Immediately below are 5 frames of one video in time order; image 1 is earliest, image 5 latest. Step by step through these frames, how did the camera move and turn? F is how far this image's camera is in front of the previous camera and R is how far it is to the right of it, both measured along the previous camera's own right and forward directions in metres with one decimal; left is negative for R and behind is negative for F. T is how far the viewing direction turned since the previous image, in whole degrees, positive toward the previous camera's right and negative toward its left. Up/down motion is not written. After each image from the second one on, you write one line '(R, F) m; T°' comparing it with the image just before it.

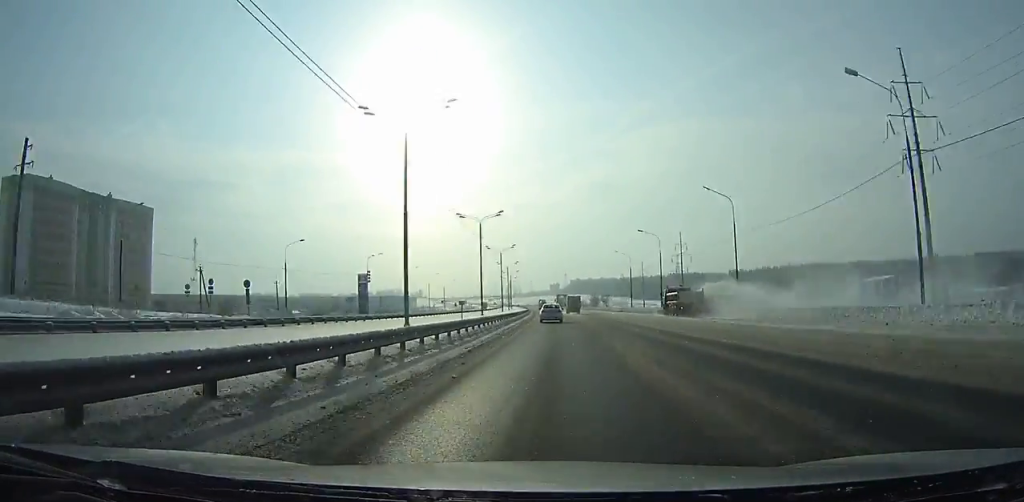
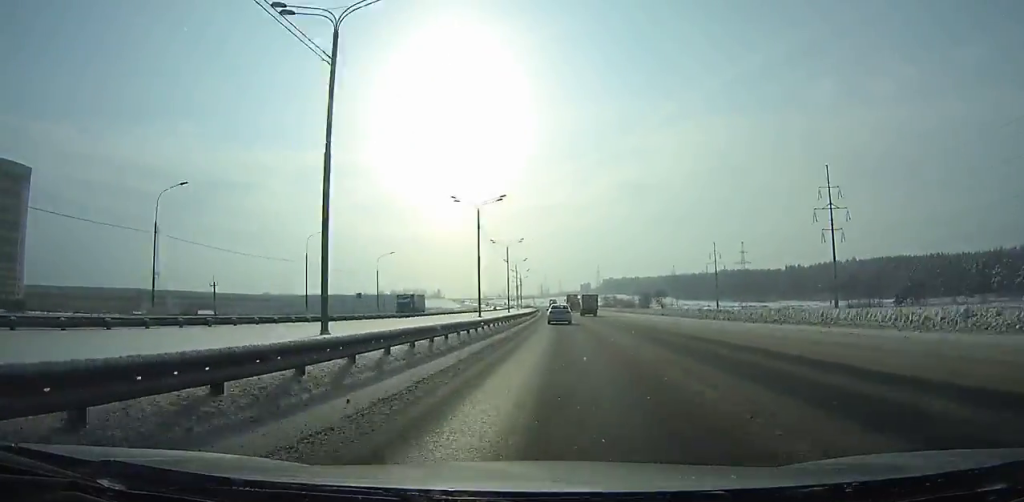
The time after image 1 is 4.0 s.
(-2.3, +105.4) m; -2°
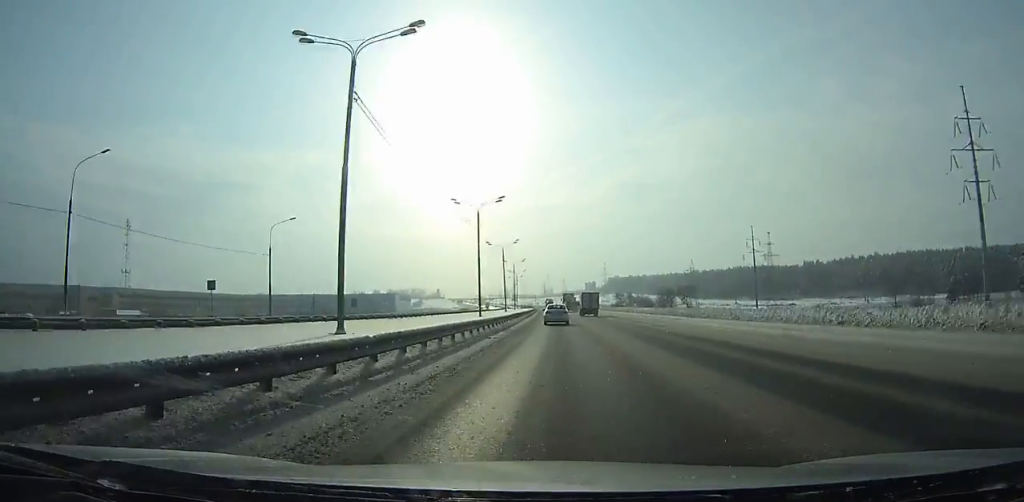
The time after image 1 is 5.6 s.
(-0.3, +42.5) m; -1°
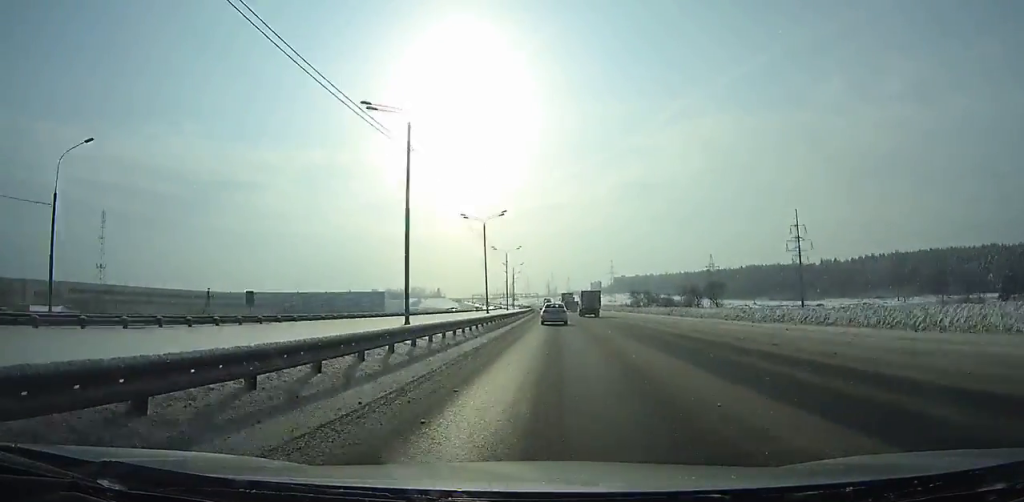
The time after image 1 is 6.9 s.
(-0.2, +34.7) m; 0°
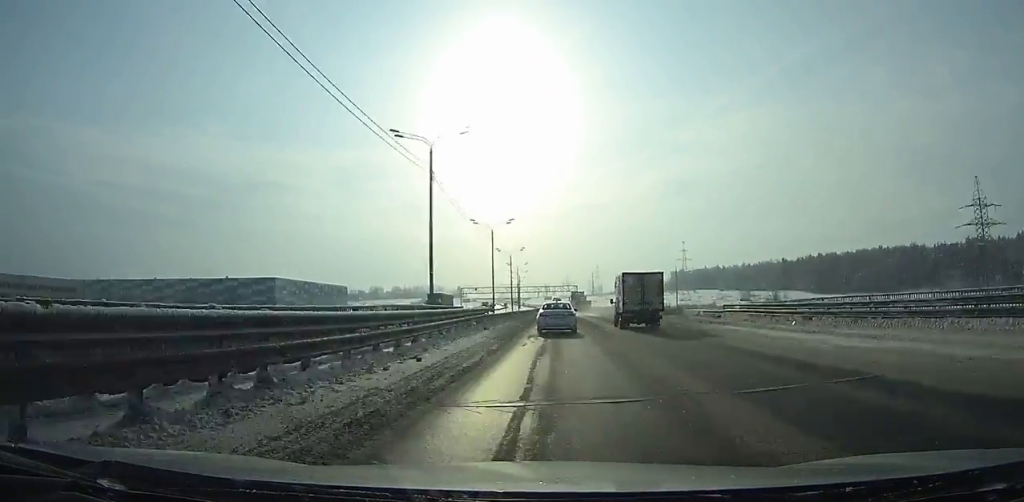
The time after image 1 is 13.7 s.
(-4.8, +179.4) m; -3°
